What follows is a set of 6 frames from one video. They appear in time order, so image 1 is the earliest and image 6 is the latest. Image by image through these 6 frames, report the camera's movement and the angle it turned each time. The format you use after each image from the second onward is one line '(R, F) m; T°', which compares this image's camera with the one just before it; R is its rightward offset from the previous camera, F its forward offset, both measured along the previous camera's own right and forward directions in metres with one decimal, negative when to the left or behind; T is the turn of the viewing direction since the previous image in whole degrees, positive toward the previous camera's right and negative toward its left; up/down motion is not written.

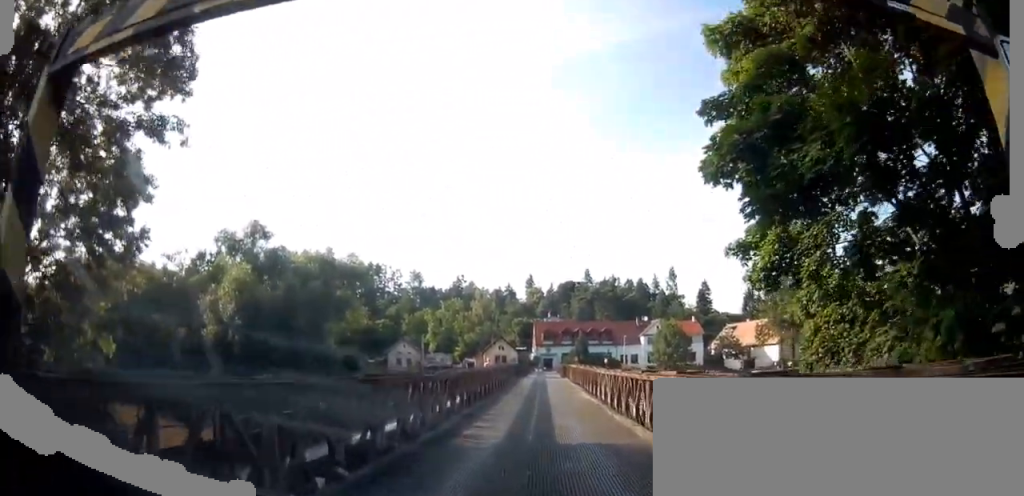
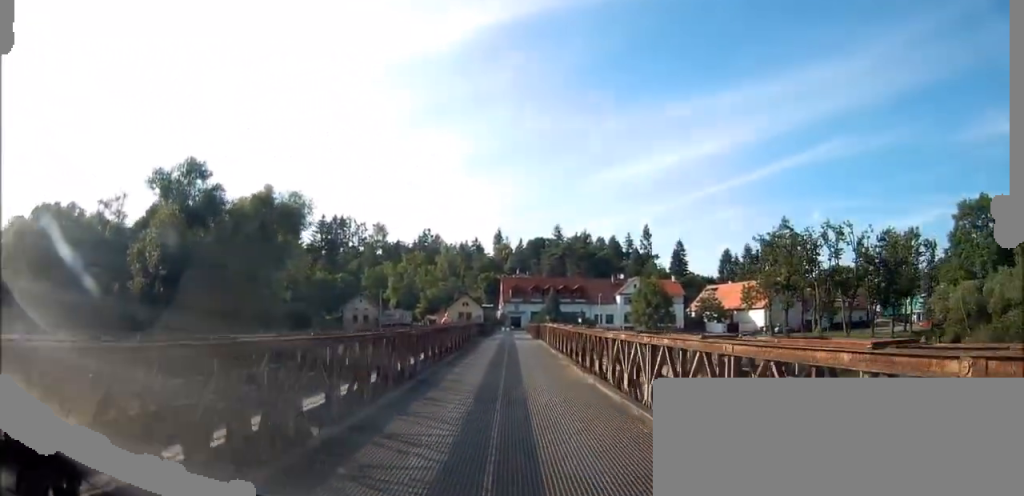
(+0.8, +8.0) m; +5°
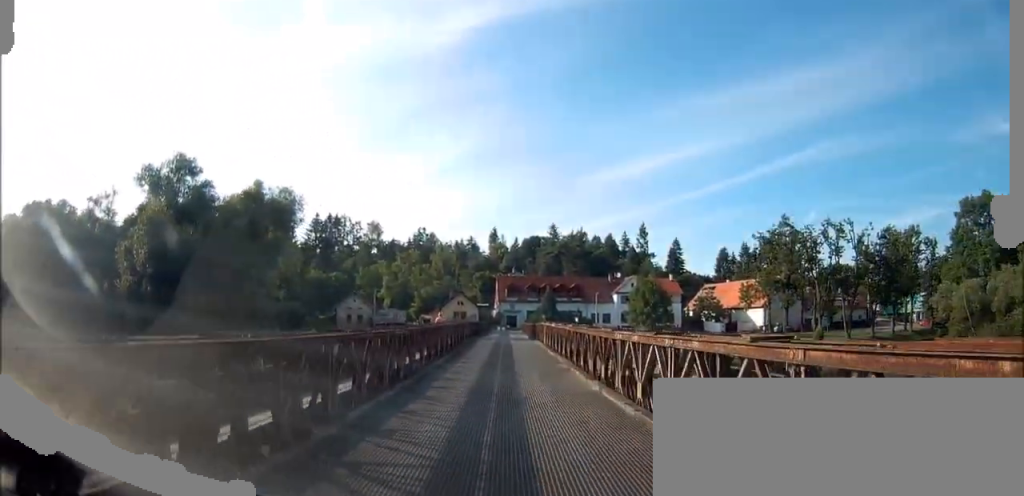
(0.0, +1.5) m; 0°
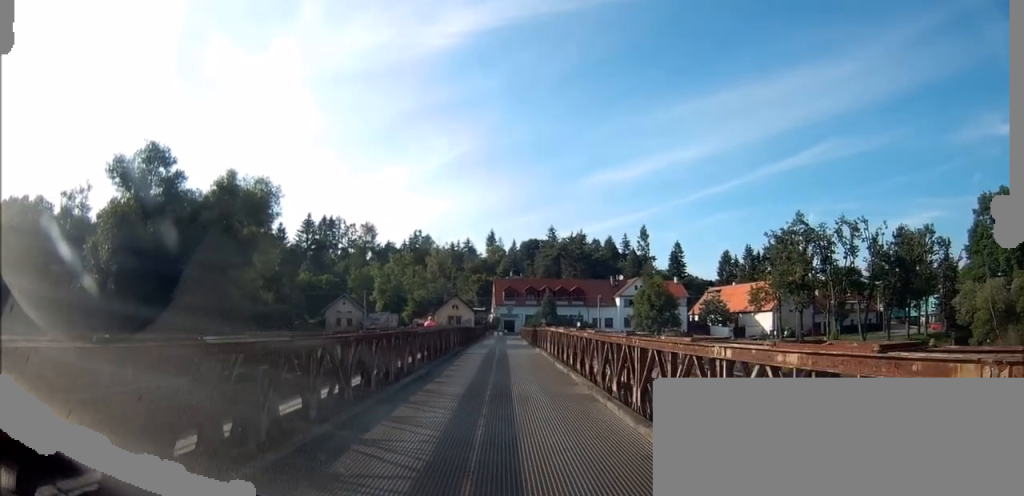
(+0.1, +5.0) m; +2°
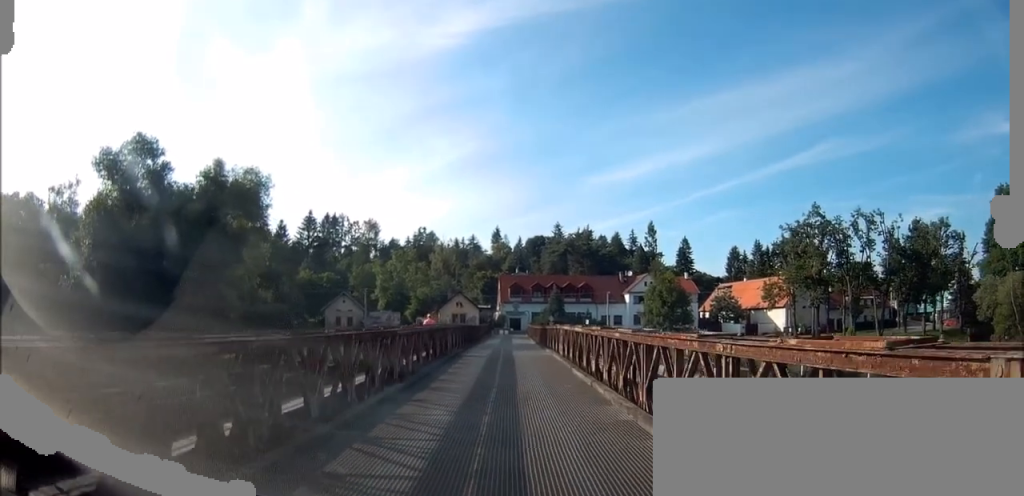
(0.0, +3.2) m; -1°
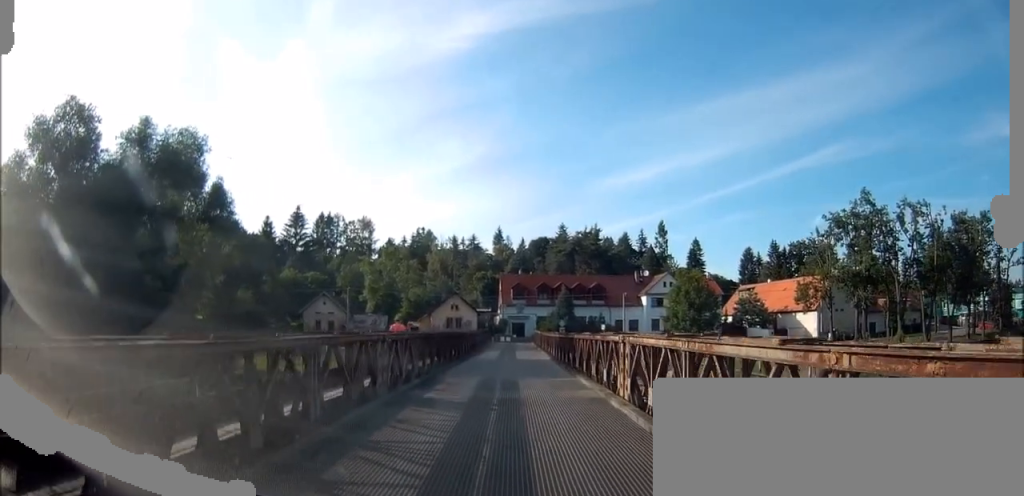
(-0.6, +12.8) m; -1°
